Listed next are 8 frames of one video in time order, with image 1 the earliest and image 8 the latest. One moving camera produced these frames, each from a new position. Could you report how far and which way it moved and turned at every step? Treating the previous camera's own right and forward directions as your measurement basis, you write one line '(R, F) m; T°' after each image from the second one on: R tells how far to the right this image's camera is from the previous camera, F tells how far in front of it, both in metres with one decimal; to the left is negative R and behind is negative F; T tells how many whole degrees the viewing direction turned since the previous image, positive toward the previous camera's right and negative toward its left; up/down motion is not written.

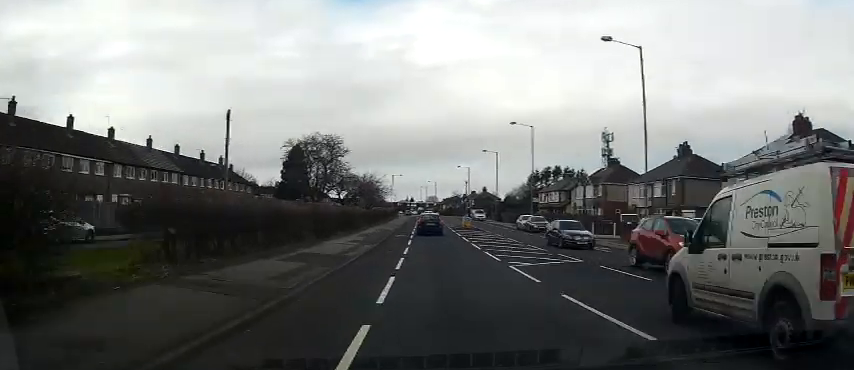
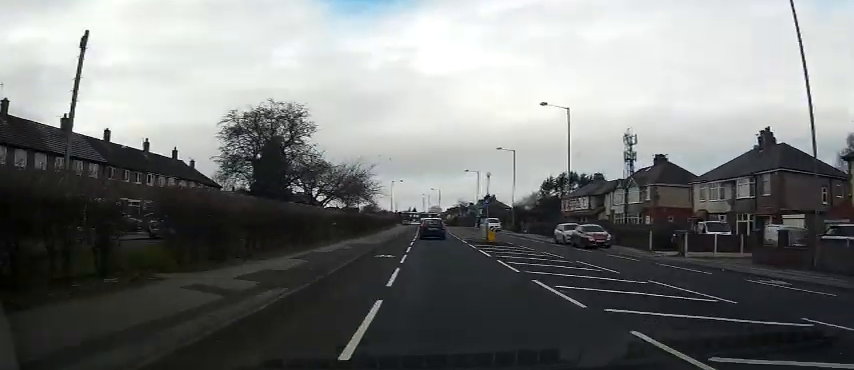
(-0.1, +15.0) m; +1°
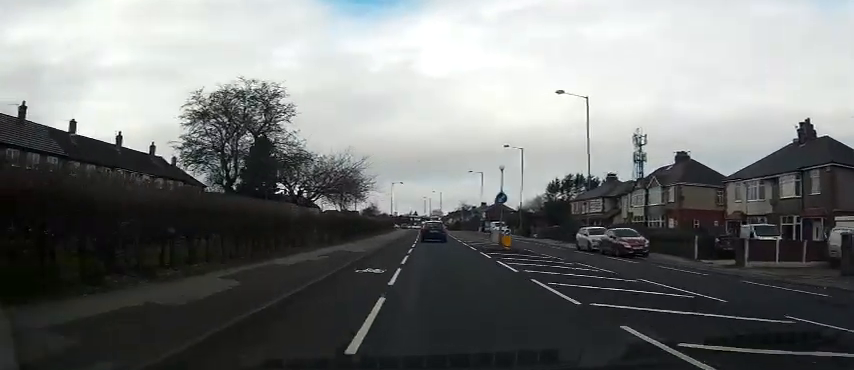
(+0.1, +5.3) m; +1°
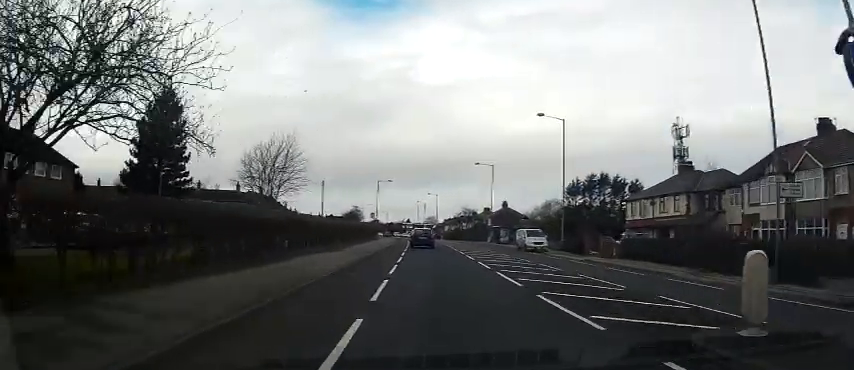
(-0.5, +25.3) m; -2°
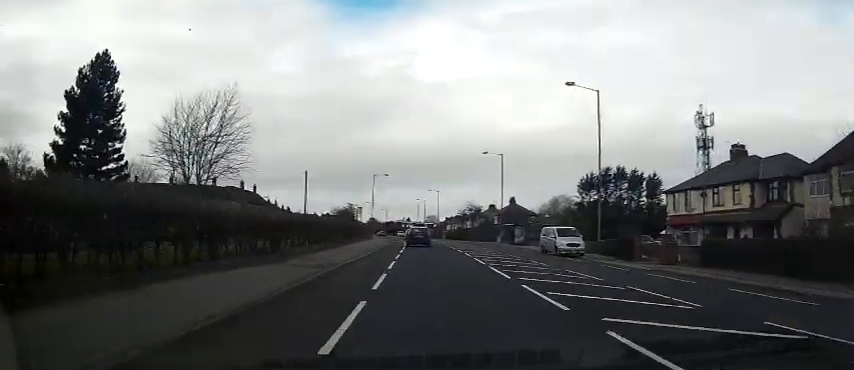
(+0.2, +10.0) m; +1°
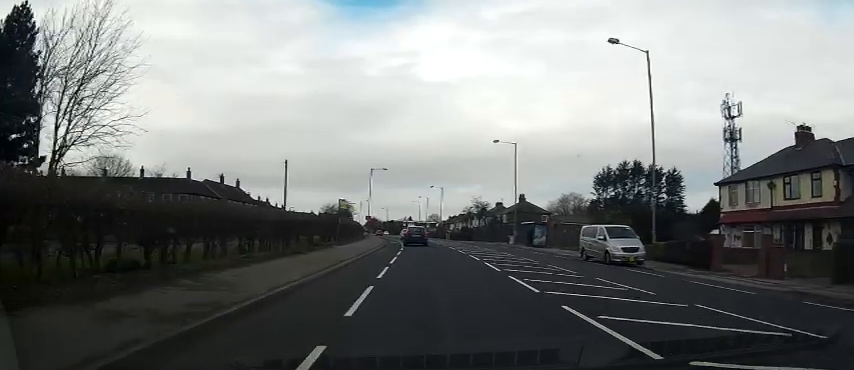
(+0.1, +9.5) m; +1°
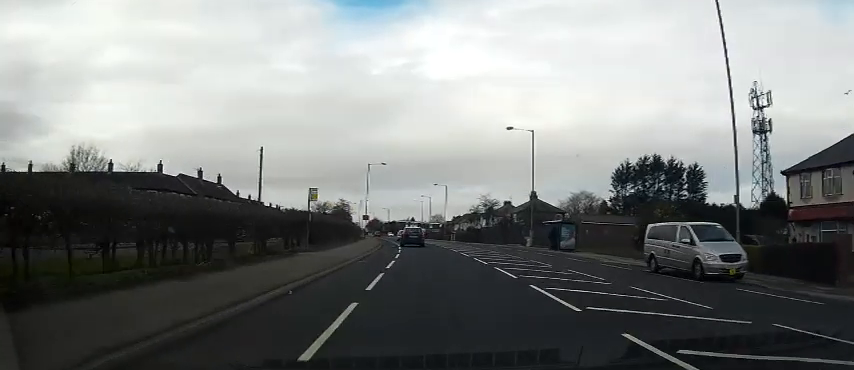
(0.0, +8.4) m; 0°
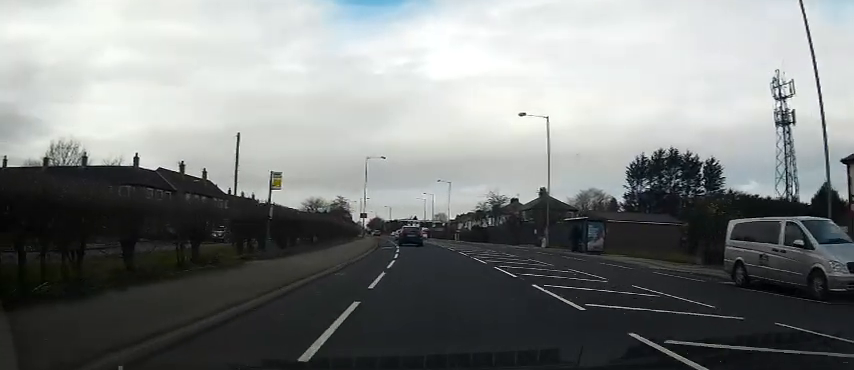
(0.0, +5.7) m; -1°
